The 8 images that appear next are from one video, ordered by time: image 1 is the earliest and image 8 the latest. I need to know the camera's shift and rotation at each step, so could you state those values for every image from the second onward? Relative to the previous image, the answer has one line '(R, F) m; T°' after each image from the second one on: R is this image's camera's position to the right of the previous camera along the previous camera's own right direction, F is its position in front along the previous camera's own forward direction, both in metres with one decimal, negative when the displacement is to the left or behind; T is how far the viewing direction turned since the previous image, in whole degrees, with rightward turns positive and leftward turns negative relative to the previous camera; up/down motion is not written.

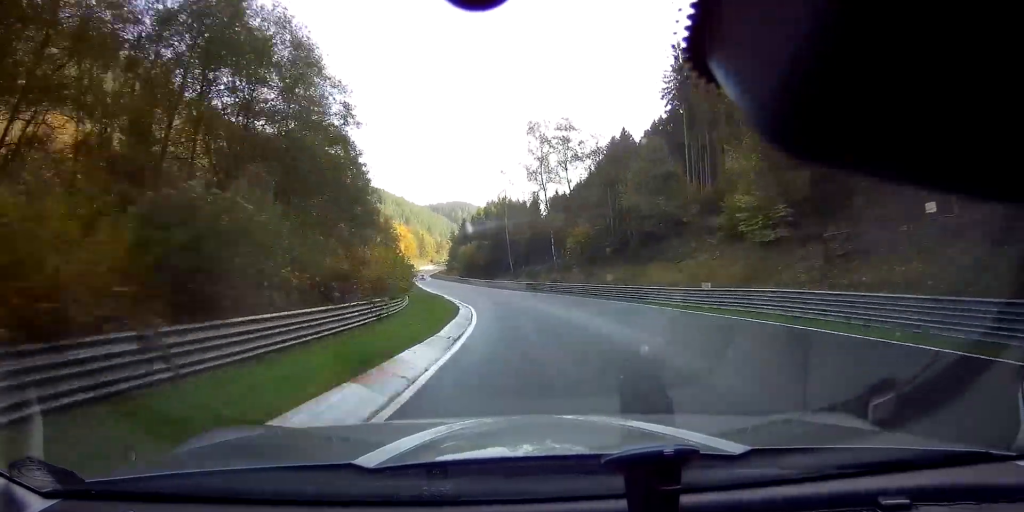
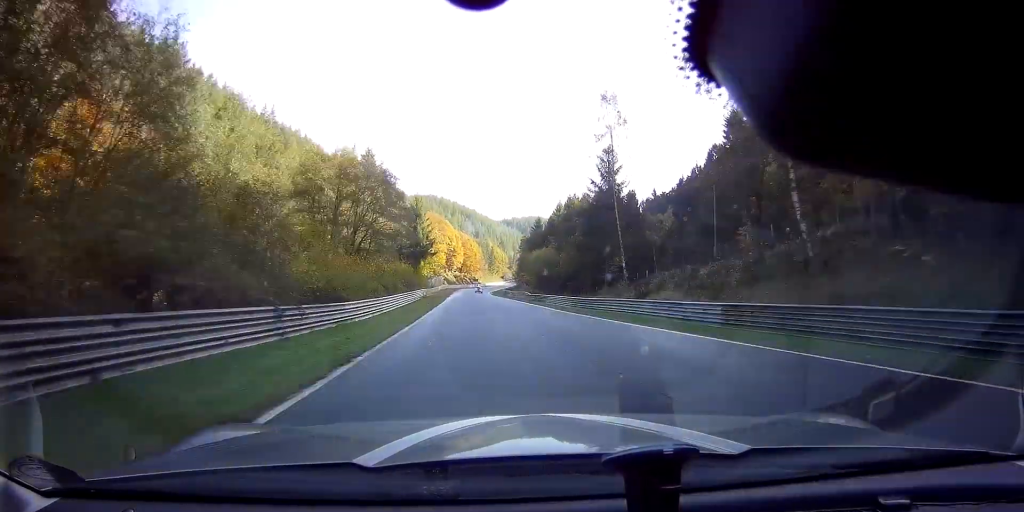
(-3.2, +45.4) m; -8°
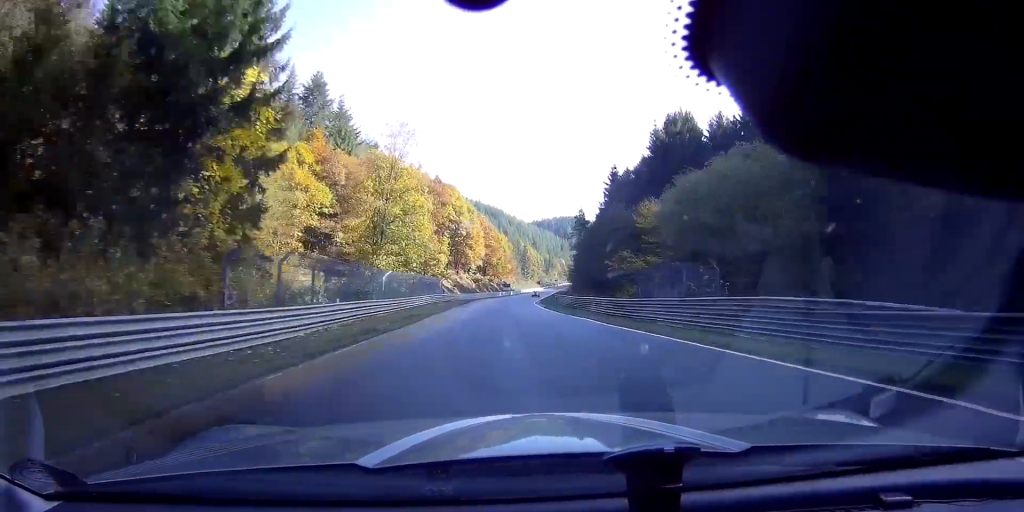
(-3.4, +68.4) m; -2°
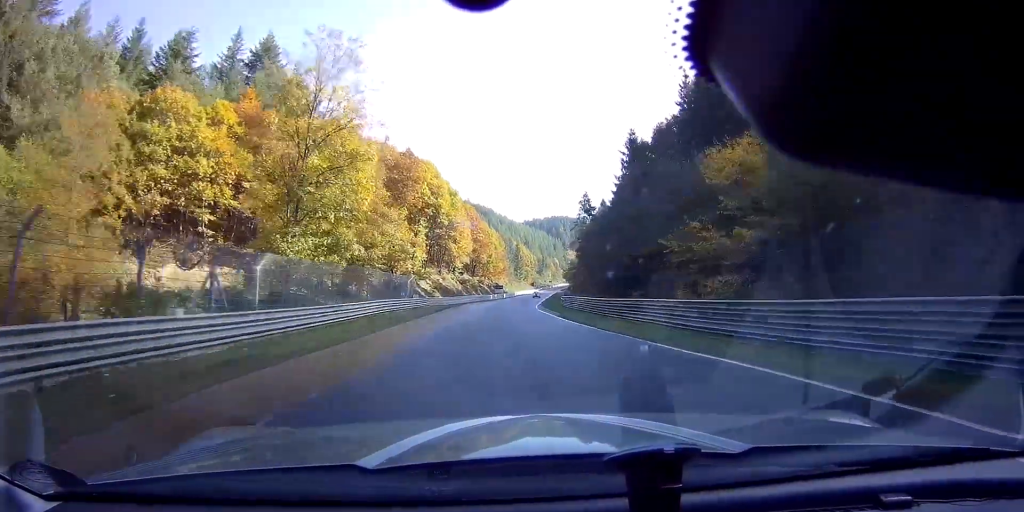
(0.0, +18.5) m; +1°
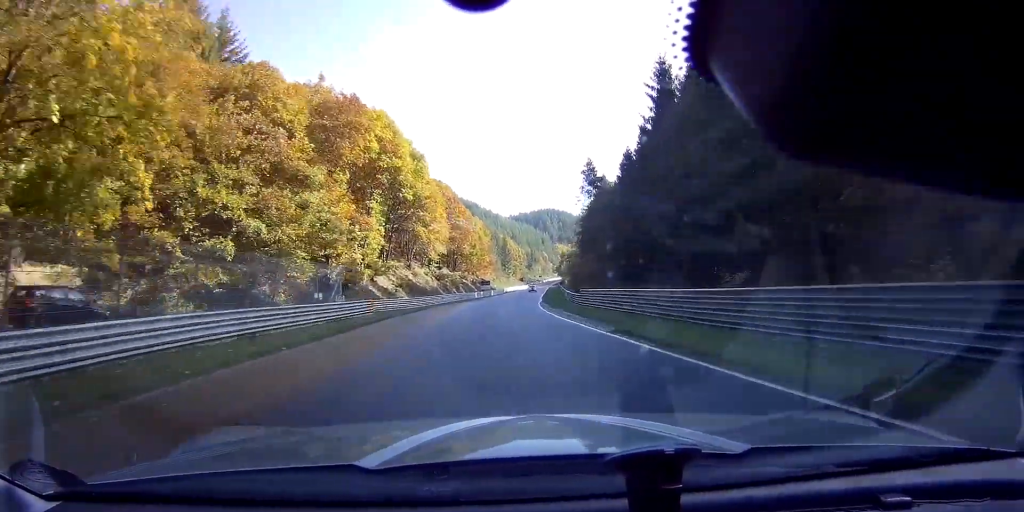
(+0.3, +20.2) m; +1°
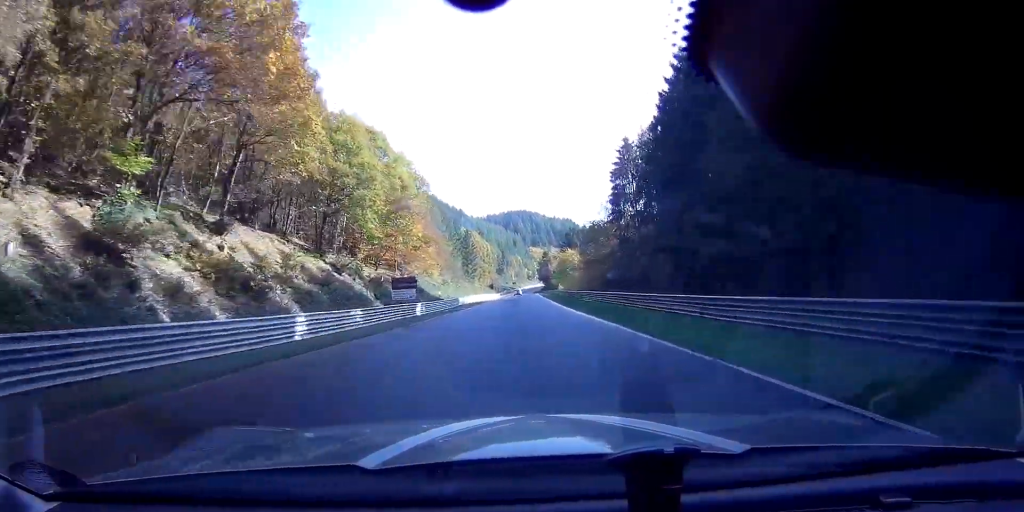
(+2.0, +70.9) m; +3°
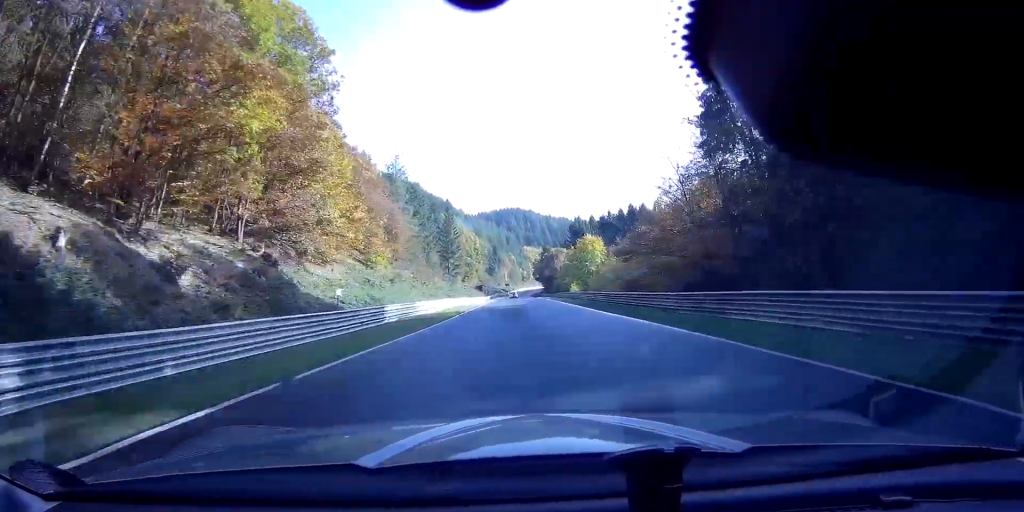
(+0.3, +38.9) m; +1°
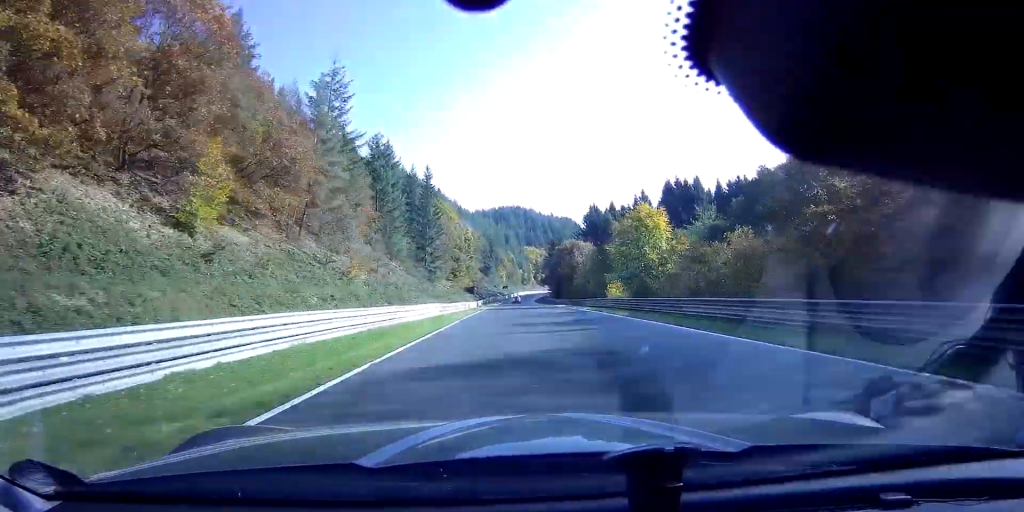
(+0.4, +36.4) m; 0°
